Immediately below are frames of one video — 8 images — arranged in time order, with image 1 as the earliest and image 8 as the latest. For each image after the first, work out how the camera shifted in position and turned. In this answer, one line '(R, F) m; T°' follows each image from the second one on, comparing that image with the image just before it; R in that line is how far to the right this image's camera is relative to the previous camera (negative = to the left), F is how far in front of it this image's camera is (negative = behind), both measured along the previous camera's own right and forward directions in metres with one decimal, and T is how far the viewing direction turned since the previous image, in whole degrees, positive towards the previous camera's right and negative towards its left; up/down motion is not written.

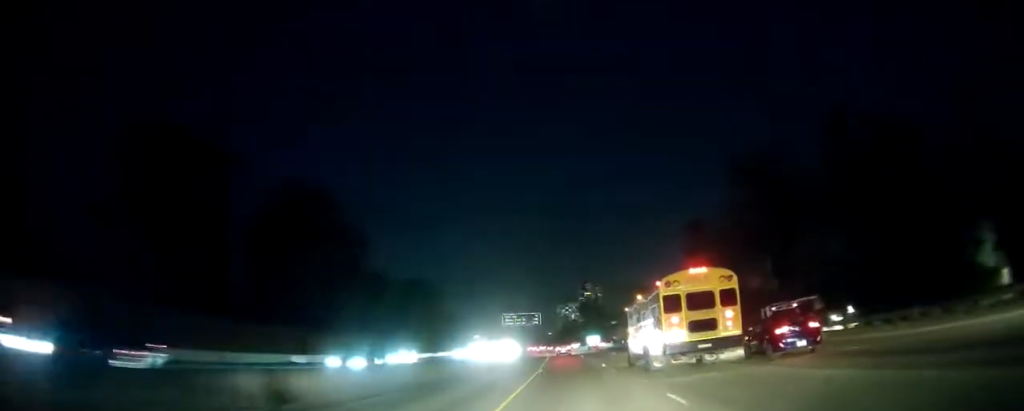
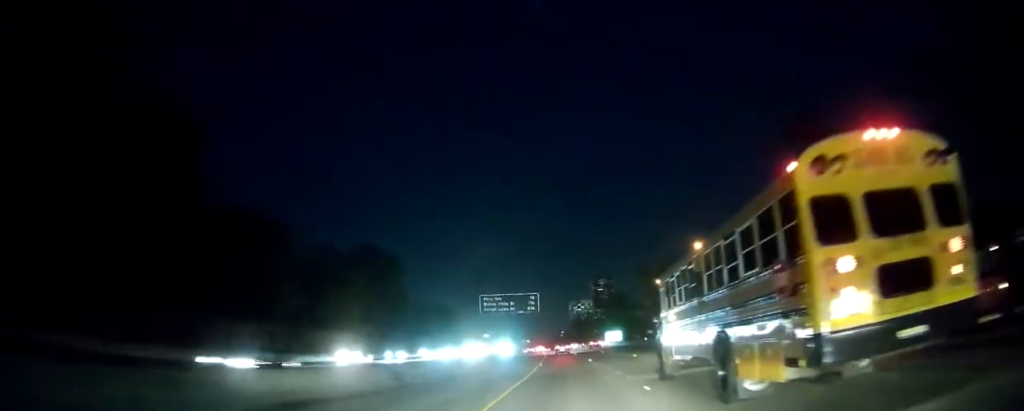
(+0.9, +48.0) m; +2°
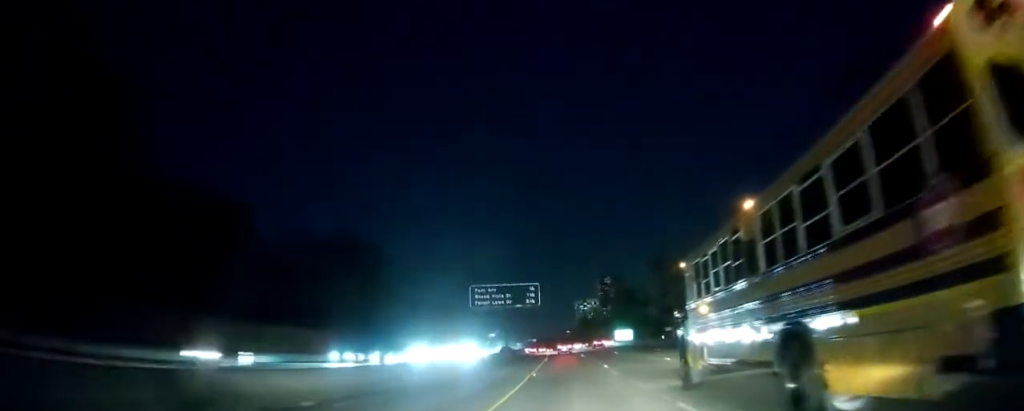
(+0.3, +12.8) m; -2°
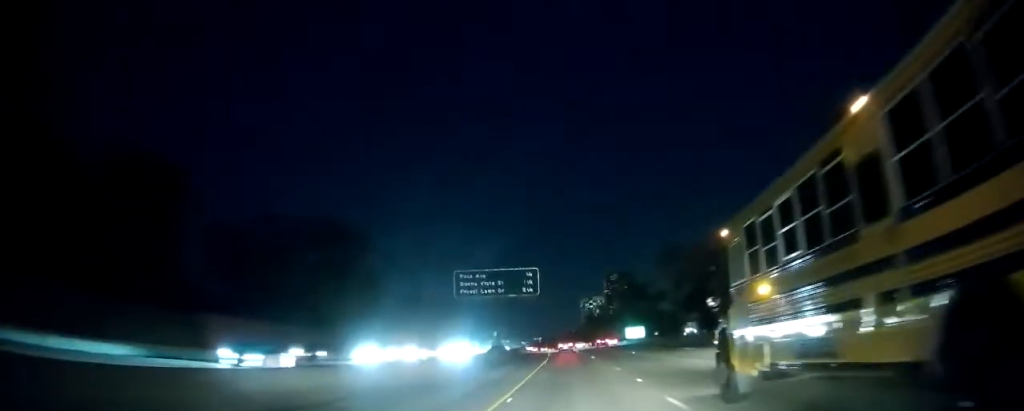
(0.0, +12.8) m; -2°
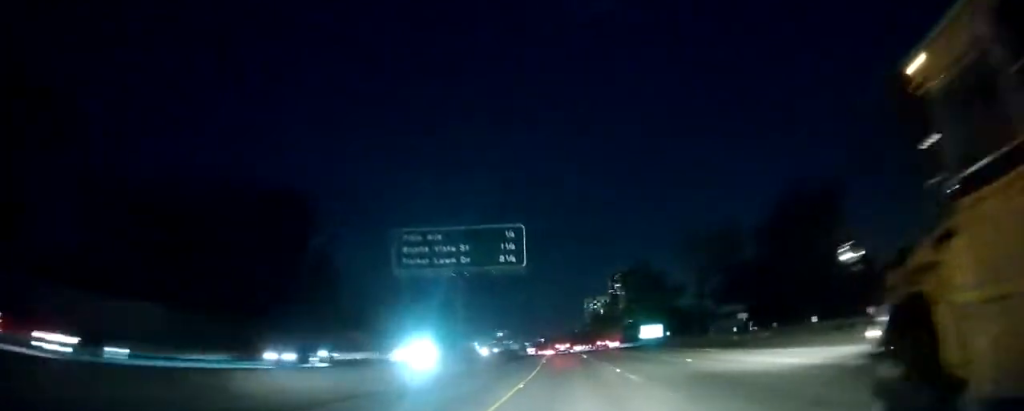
(-1.5, +22.1) m; -2°
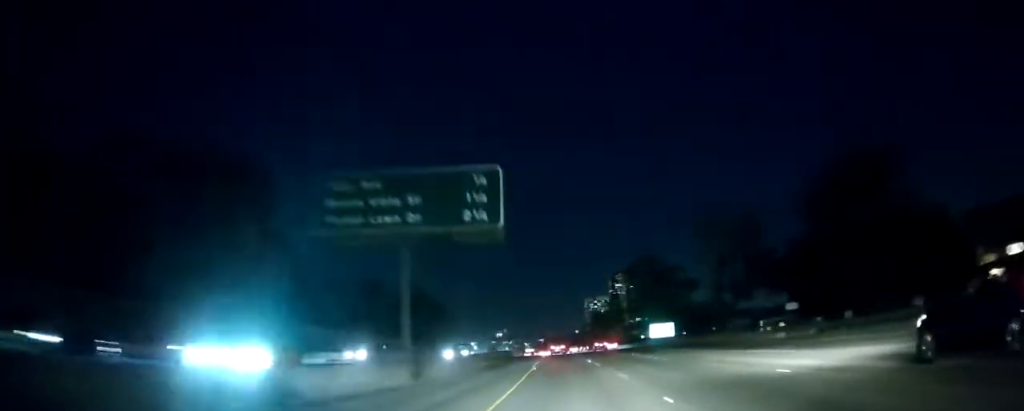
(+0.2, +13.1) m; 0°
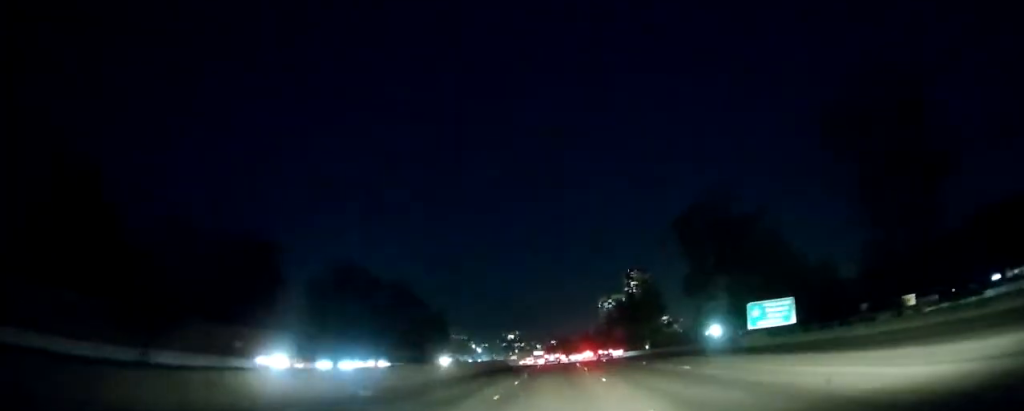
(+0.5, +49.4) m; 0°
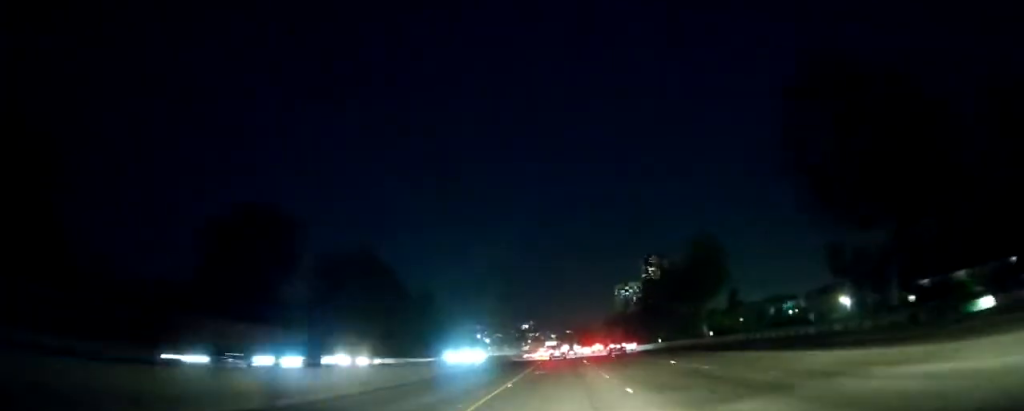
(-0.3, +37.8) m; -1°
